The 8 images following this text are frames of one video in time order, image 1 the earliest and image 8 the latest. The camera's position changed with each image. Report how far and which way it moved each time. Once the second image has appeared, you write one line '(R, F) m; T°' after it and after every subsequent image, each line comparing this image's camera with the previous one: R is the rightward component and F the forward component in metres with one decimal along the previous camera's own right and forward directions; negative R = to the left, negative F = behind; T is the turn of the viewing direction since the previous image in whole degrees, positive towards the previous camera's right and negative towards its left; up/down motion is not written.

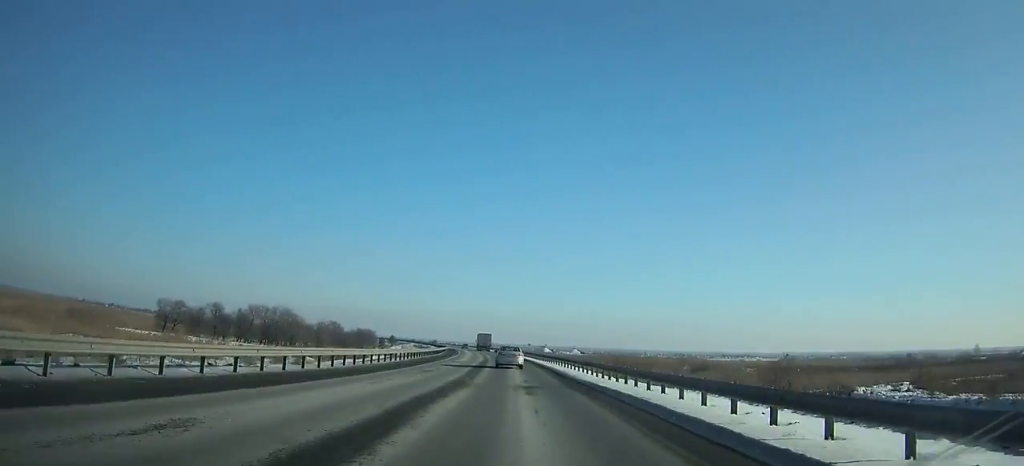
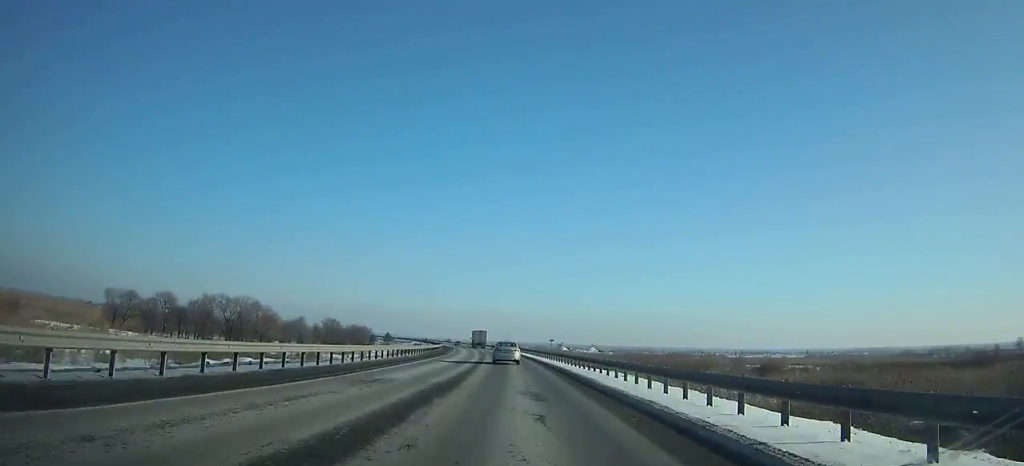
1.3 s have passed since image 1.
(-0.2, +29.4) m; -1°
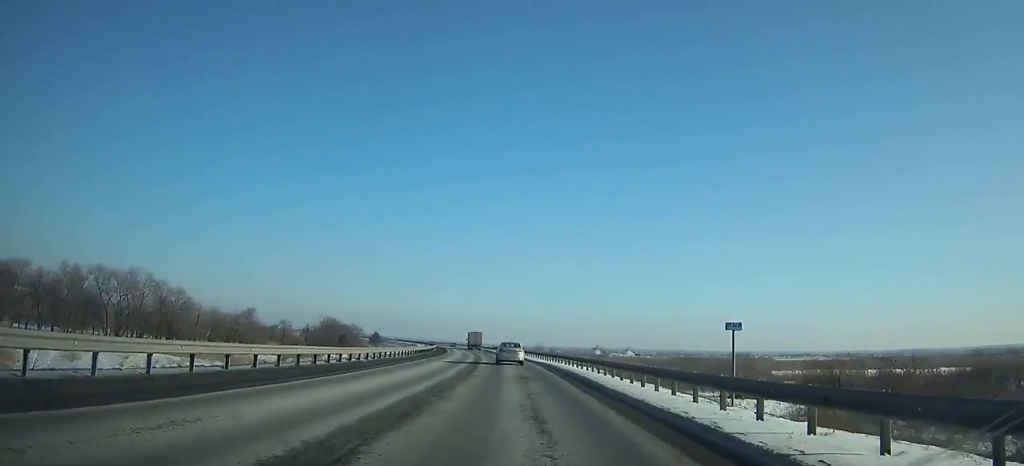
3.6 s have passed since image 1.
(-1.3, +52.0) m; -3°
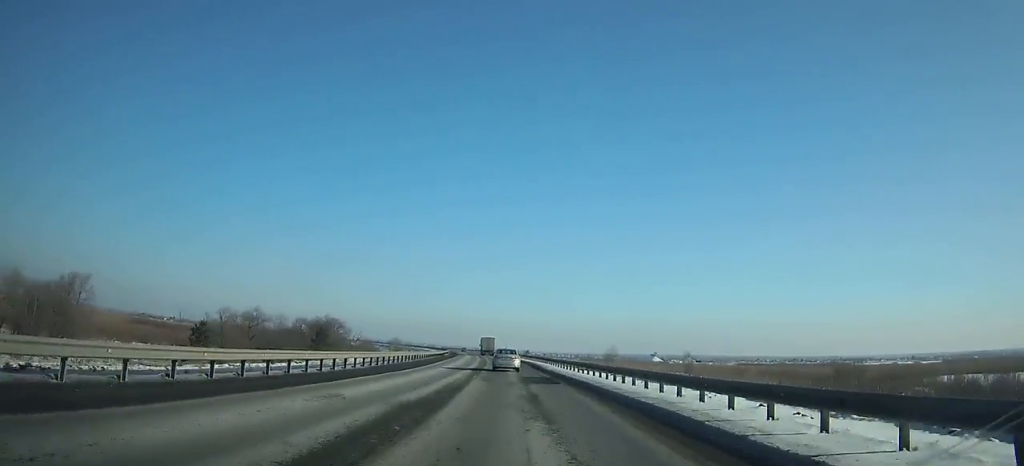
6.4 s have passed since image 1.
(-2.5, +63.5) m; -4°
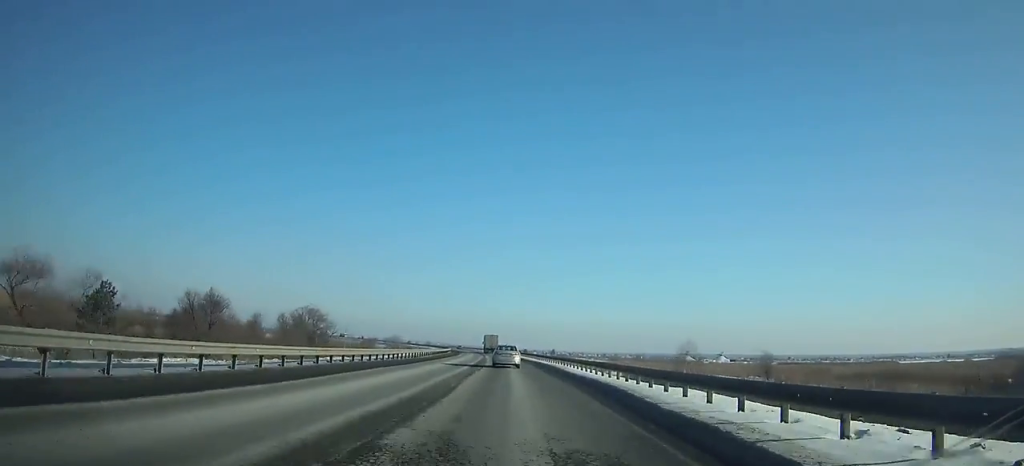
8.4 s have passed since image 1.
(-1.1, +45.5) m; -3°
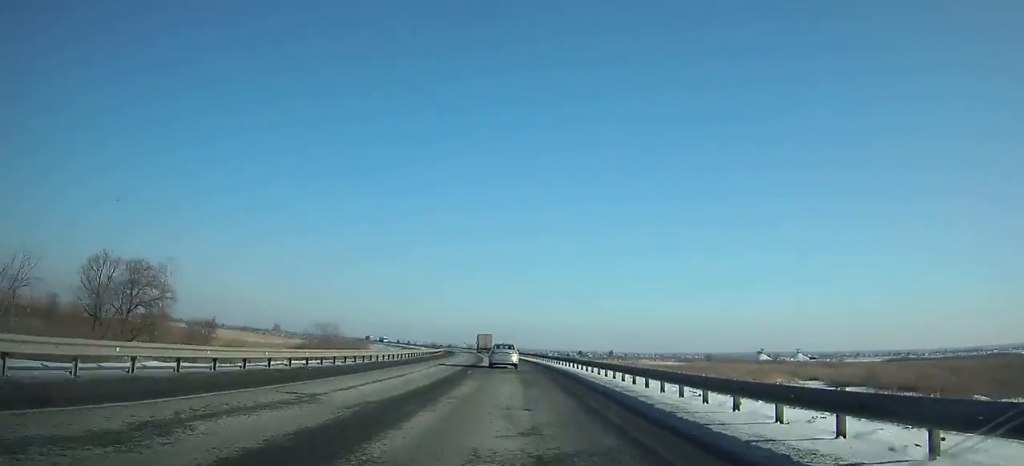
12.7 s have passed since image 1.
(-4.1, +98.0) m; -5°
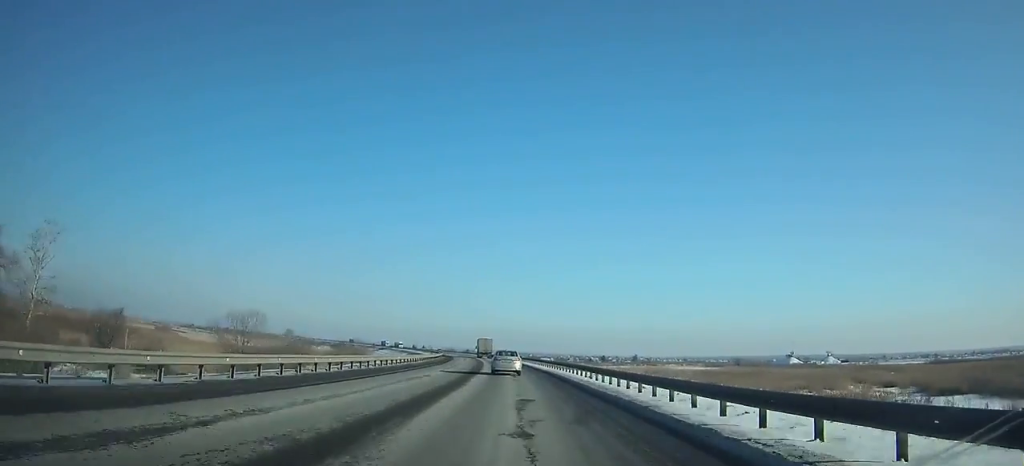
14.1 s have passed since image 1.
(-0.2, +31.9) m; -2°
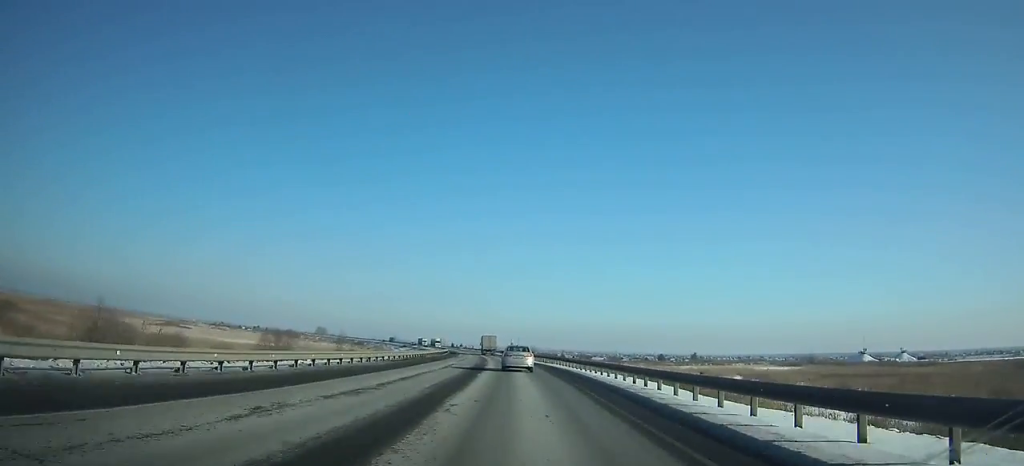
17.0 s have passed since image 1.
(-2.5, +65.9) m; -4°
